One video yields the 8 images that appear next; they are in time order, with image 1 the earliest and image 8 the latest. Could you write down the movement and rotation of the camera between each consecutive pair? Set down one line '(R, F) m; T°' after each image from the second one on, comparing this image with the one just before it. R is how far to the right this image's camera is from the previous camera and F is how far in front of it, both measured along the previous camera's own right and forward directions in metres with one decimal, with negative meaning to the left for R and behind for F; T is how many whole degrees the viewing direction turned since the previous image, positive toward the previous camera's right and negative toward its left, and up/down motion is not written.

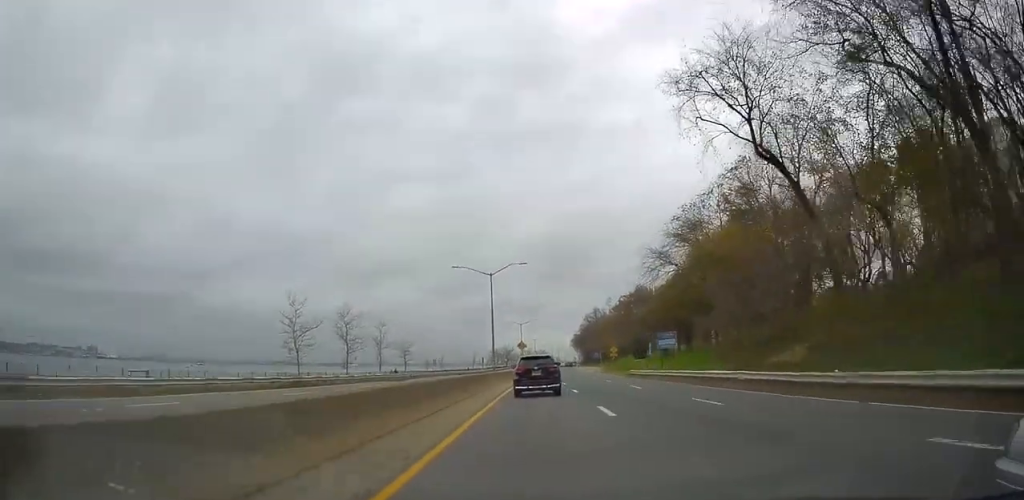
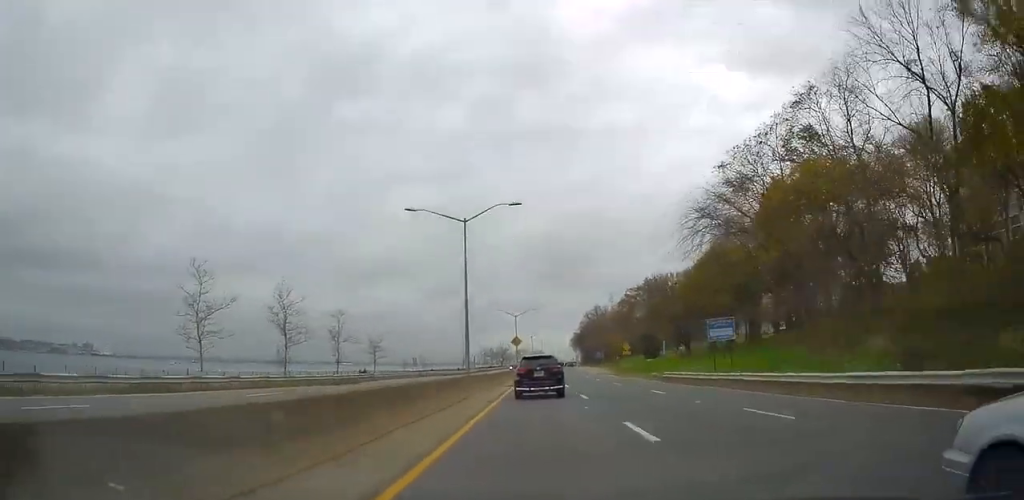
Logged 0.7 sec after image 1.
(+0.2, +17.4) m; +1°
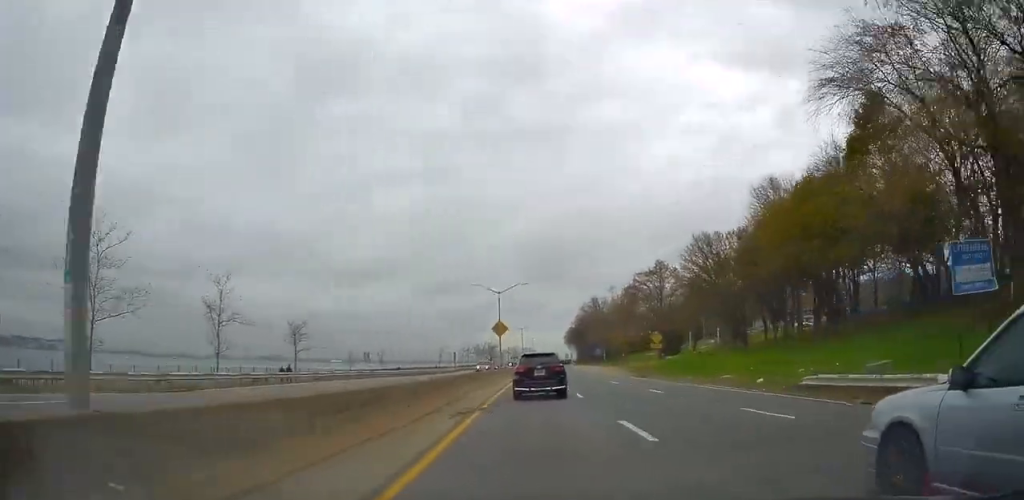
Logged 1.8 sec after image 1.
(+0.4, +25.6) m; 0°
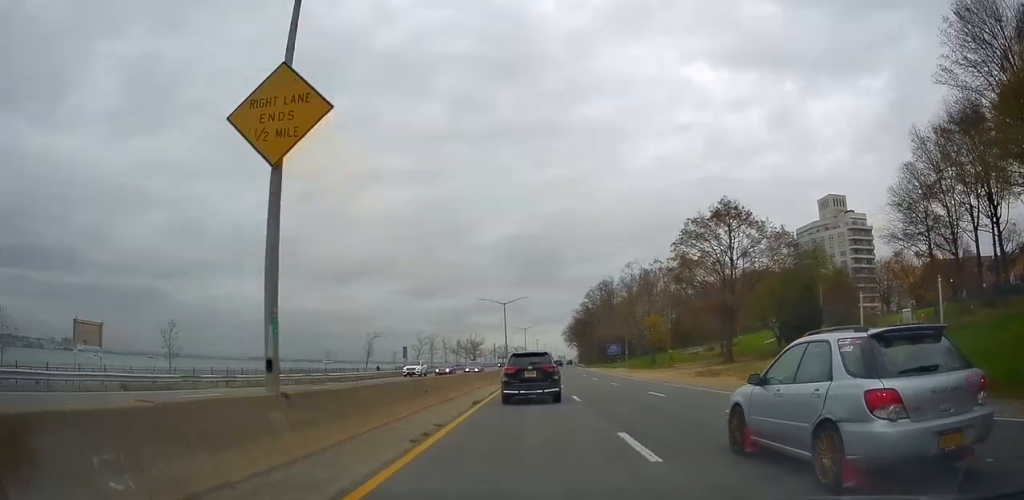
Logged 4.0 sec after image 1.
(+0.3, +51.8) m; +1°
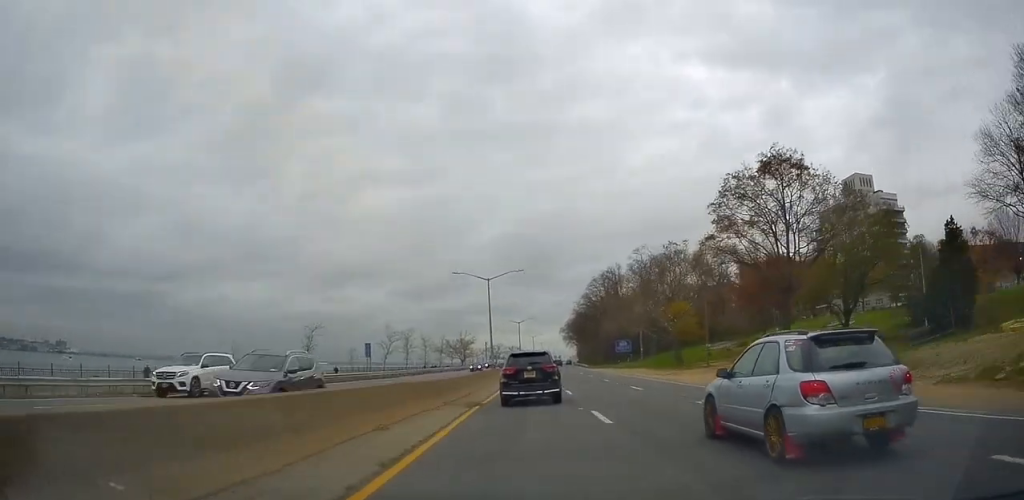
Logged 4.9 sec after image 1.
(-0.2, +19.8) m; 0°
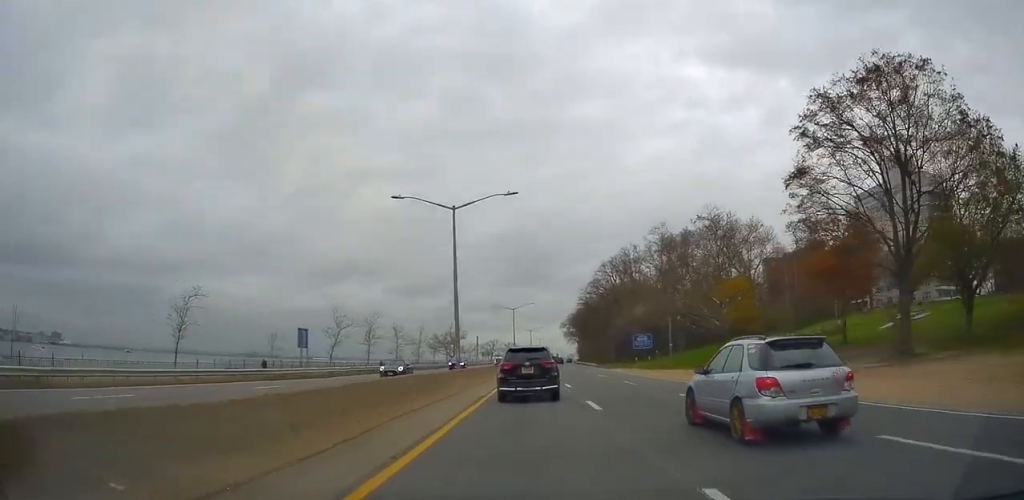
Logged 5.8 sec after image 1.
(+0.1, +21.7) m; +1°
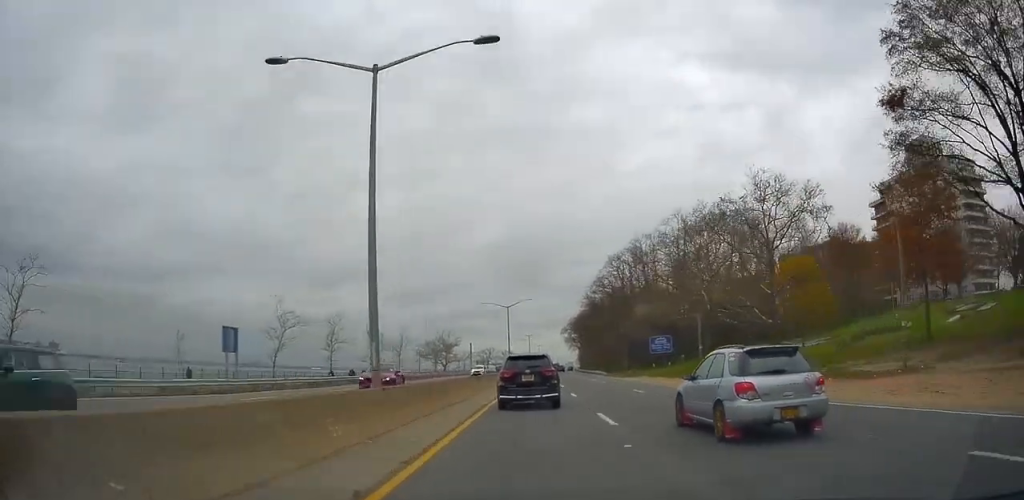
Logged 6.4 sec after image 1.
(+0.2, +14.2) m; 0°
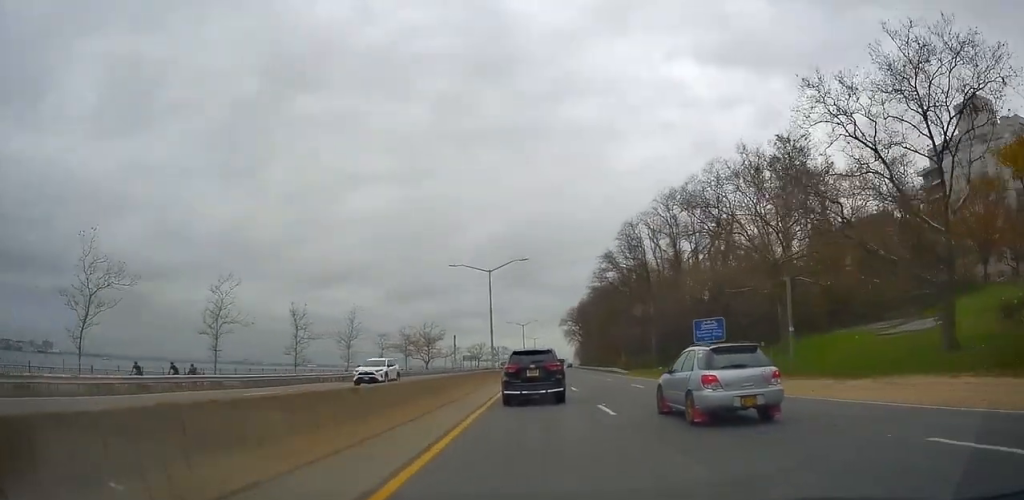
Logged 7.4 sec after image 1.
(-0.3, +23.5) m; 0°
